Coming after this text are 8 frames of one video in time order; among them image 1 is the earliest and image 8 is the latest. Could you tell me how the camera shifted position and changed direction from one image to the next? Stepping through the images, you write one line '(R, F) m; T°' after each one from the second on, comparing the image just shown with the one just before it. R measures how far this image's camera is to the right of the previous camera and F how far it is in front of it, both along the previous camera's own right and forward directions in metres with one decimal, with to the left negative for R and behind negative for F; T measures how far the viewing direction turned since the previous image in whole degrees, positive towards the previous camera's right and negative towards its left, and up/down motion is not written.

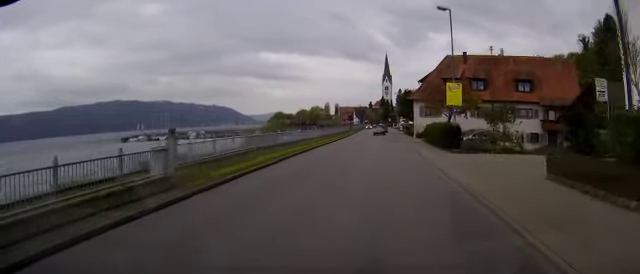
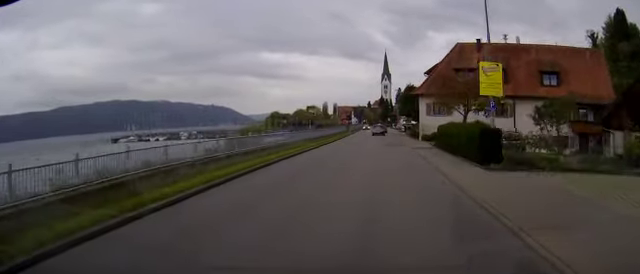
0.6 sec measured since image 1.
(0.0, +8.7) m; 0°
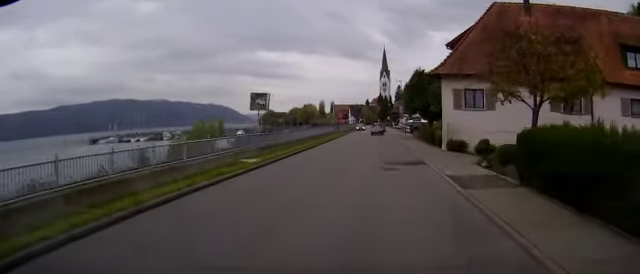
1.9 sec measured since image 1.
(0.0, +16.7) m; 0°
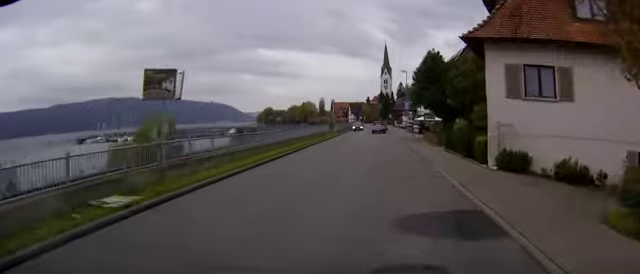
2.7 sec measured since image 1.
(0.0, +11.0) m; 0°
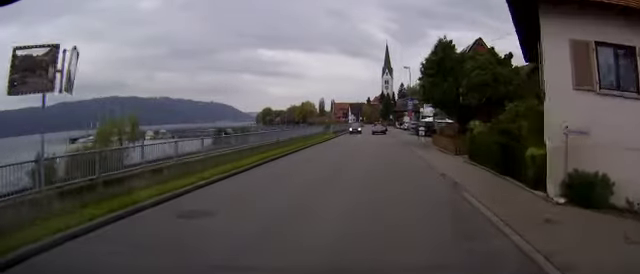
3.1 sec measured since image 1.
(0.0, +5.7) m; 0°
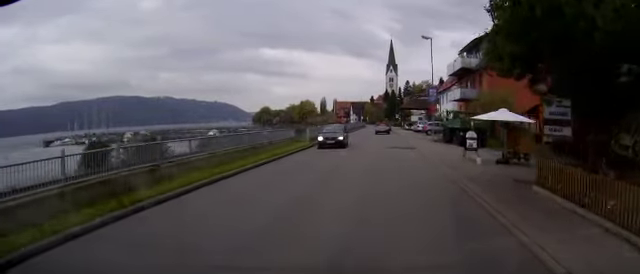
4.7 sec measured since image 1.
(0.0, +20.1) m; 0°
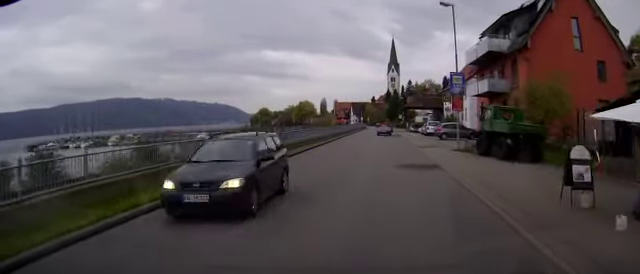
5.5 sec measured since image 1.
(0.0, +10.9) m; 0°
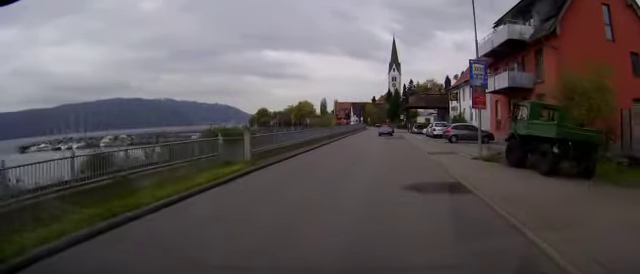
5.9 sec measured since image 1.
(0.0, +5.2) m; 0°
